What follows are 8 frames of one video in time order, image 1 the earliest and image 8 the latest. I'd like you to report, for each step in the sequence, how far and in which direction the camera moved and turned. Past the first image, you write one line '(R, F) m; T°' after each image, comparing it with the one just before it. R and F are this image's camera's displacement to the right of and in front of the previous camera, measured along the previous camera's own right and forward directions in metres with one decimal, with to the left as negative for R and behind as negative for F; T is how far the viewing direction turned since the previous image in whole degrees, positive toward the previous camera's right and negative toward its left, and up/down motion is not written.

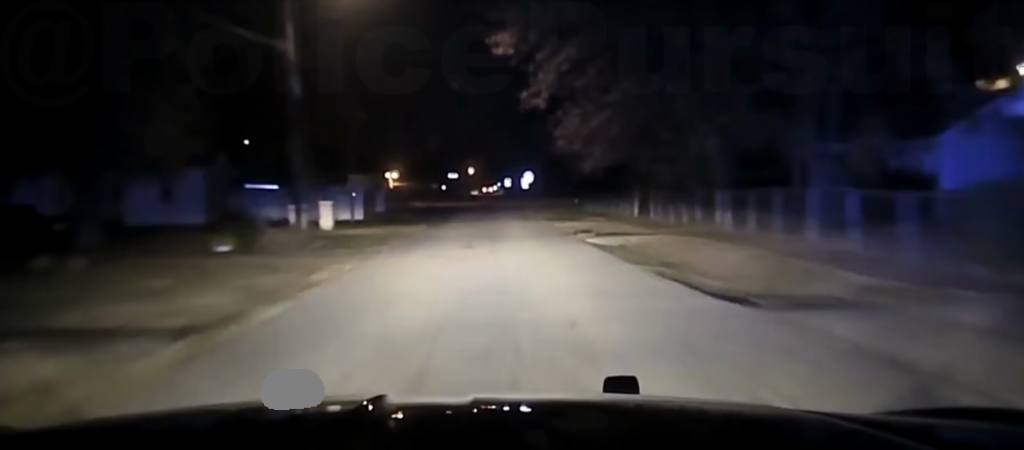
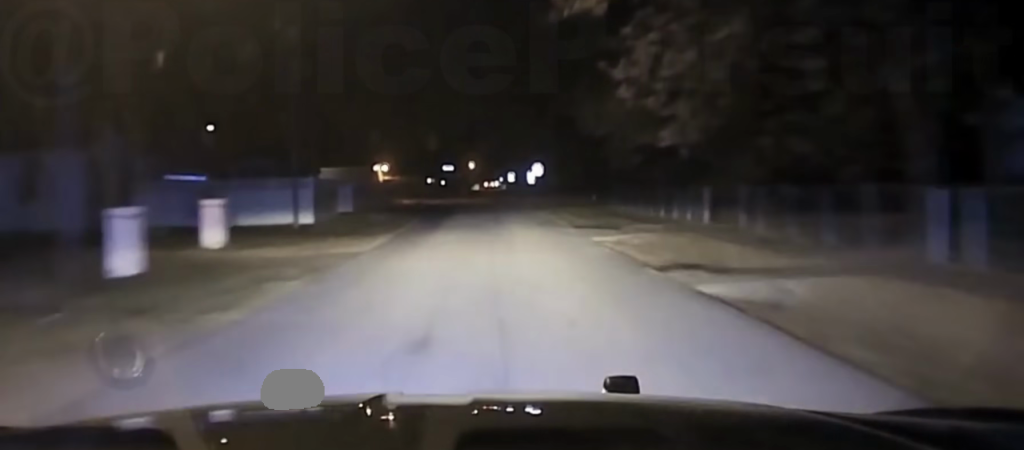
(+0.2, +15.9) m; 0°
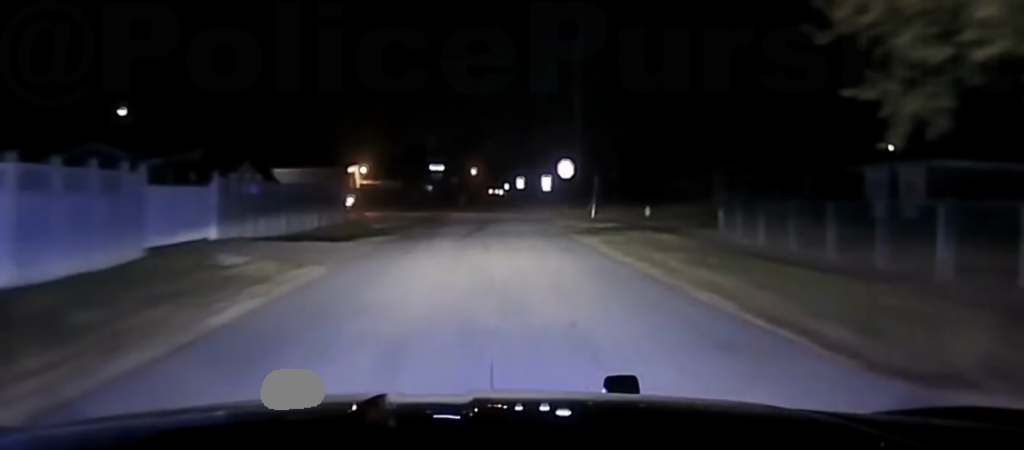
(-0.3, +25.1) m; +1°
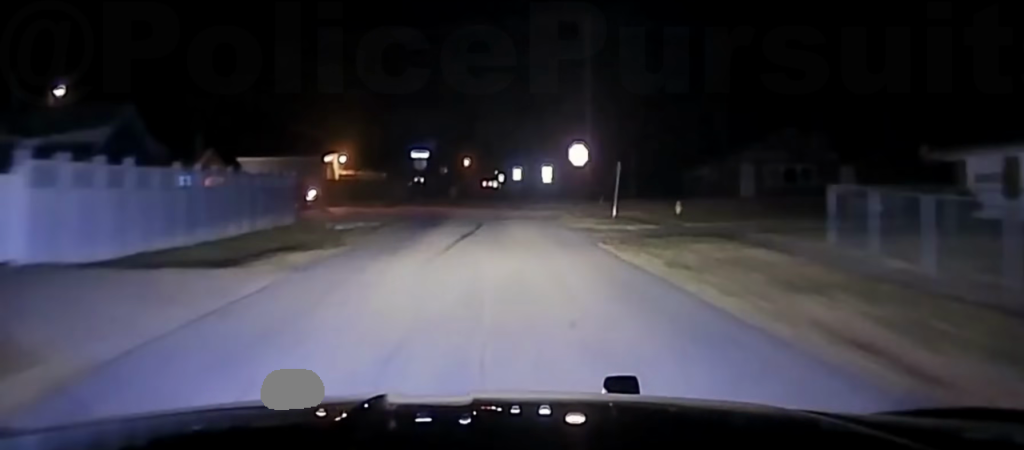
(+0.3, +10.6) m; +1°
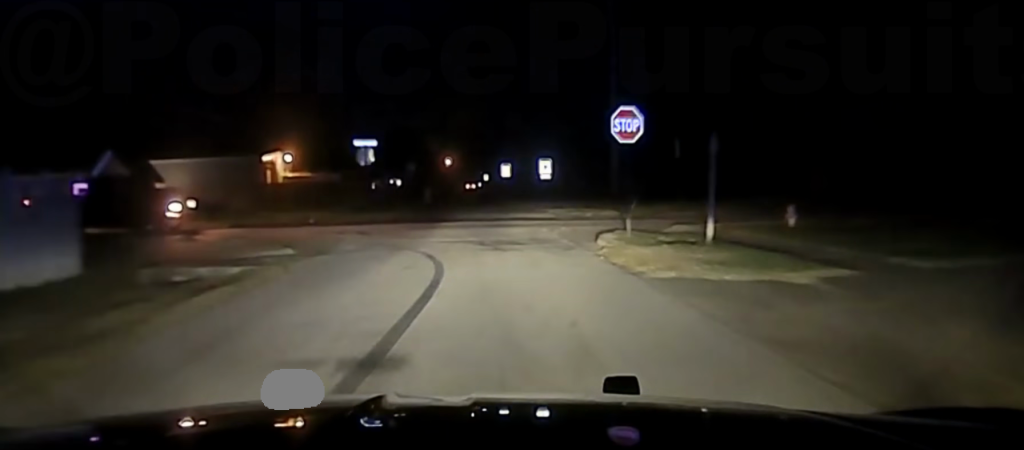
(0.0, +18.3) m; -1°
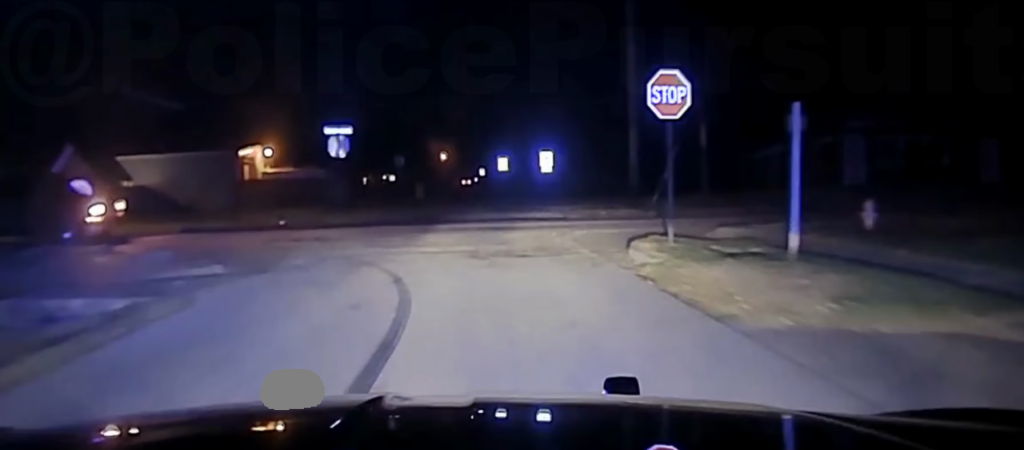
(0.0, +7.0) m; 0°
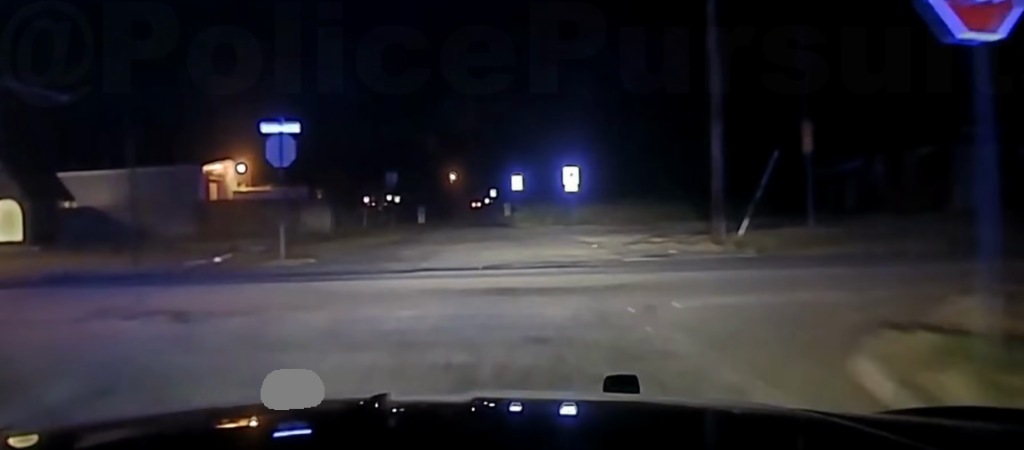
(-0.1, +14.2) m; -1°
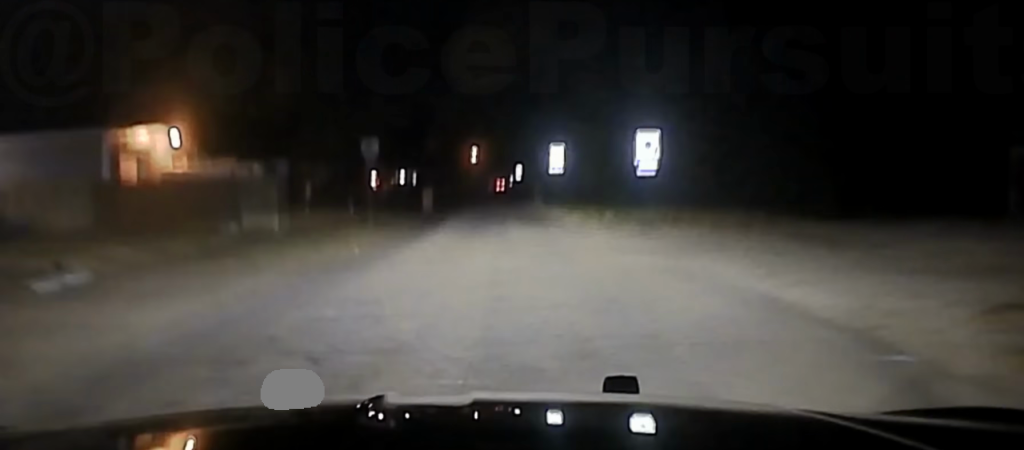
(-0.1, +17.9) m; +1°
